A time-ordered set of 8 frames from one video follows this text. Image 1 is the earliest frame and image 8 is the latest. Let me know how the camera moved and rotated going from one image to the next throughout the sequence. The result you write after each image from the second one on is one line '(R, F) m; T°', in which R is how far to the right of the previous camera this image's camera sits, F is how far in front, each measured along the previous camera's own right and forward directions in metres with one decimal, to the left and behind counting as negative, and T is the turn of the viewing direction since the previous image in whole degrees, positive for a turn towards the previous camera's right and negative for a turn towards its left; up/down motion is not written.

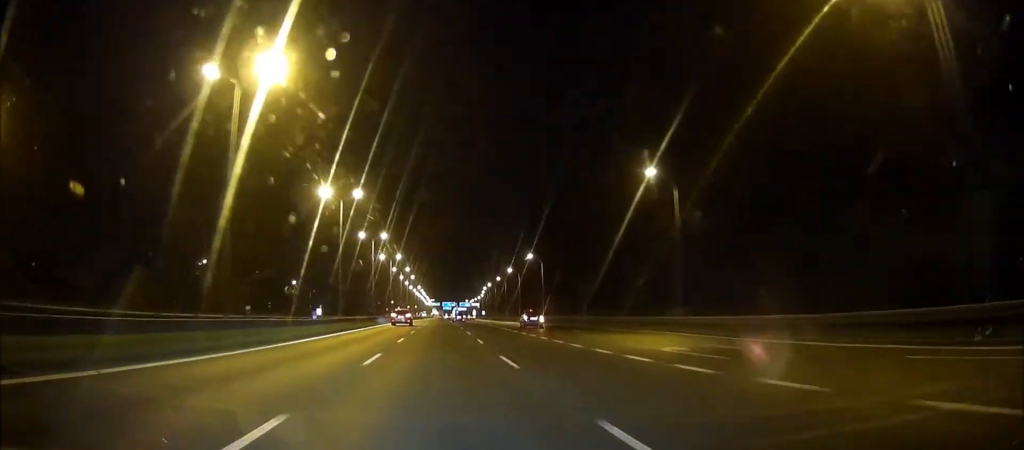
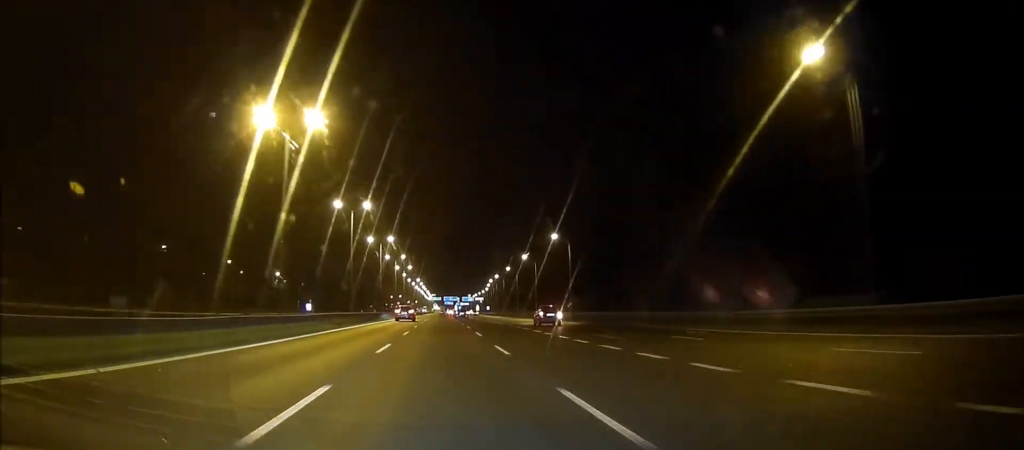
(0.0, +21.2) m; 0°
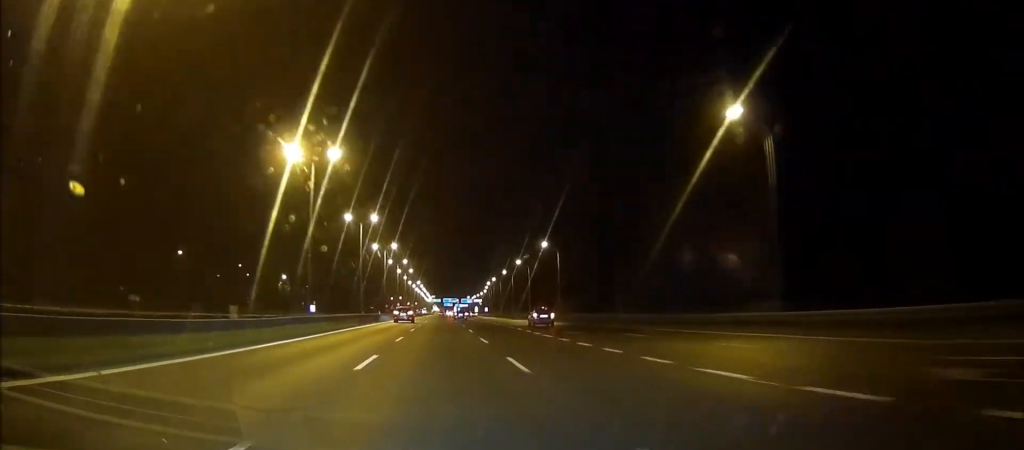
(0.0, +21.1) m; 0°
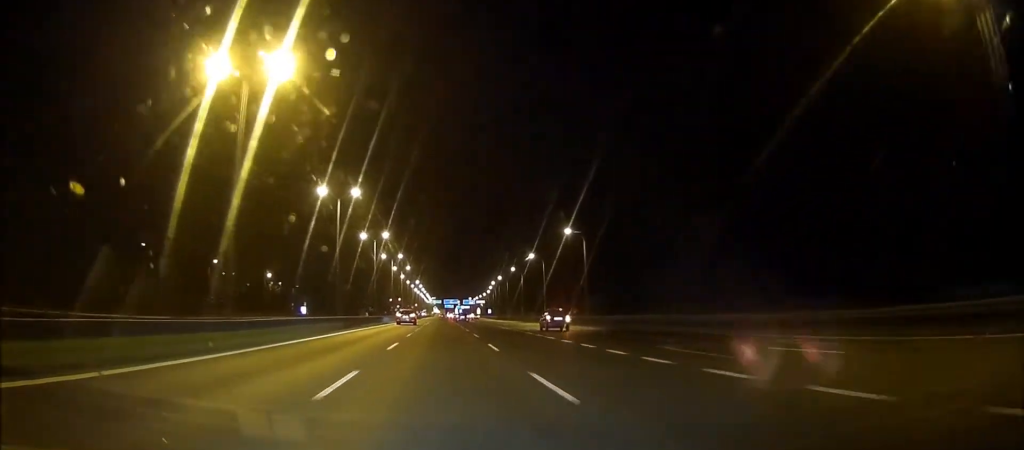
(0.0, +16.6) m; 0°
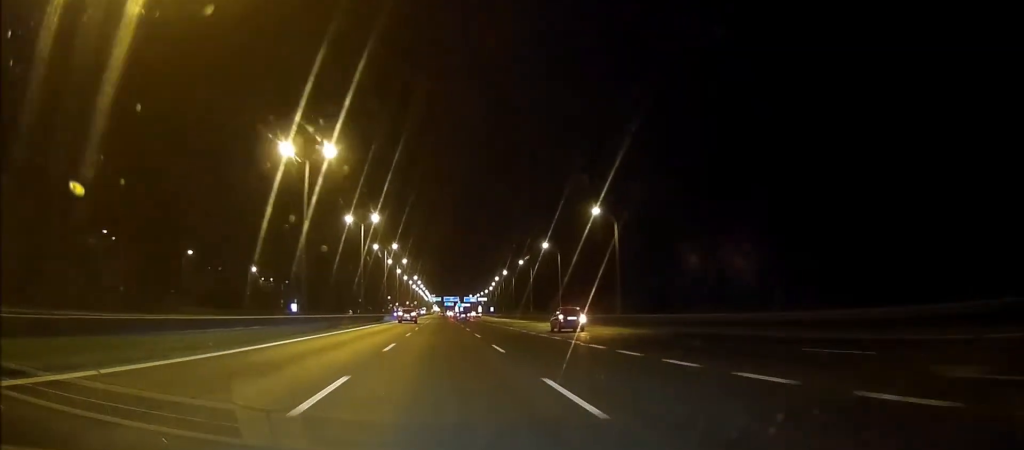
(0.0, +13.8) m; 0°
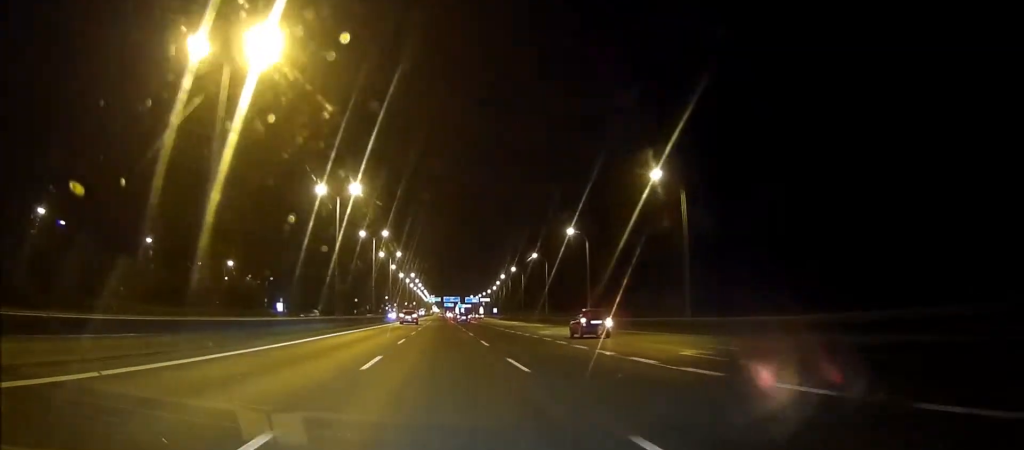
(0.0, +17.7) m; 0°
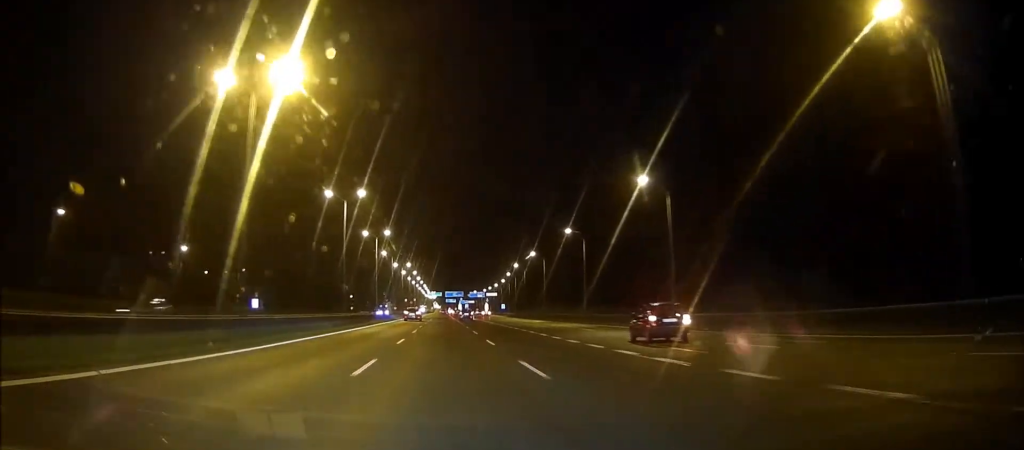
(0.0, +26.6) m; 0°
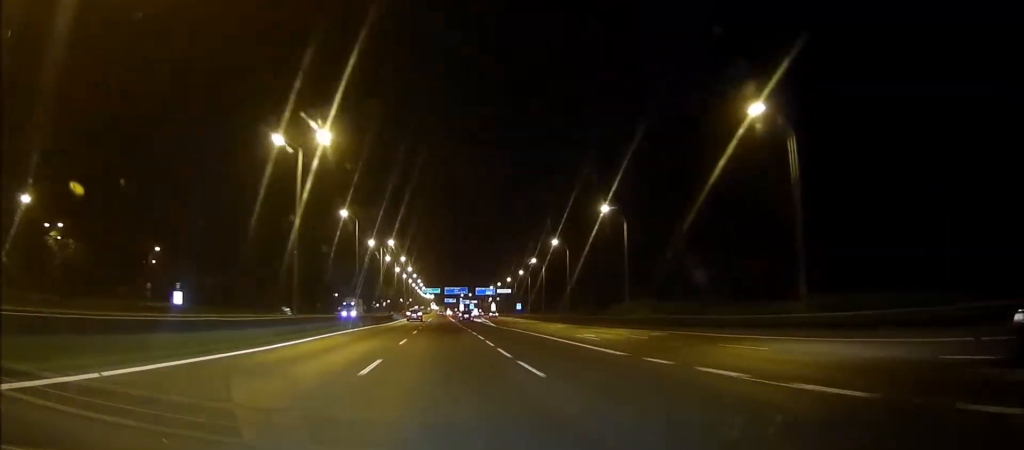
(+0.1, +48.1) m; 0°
